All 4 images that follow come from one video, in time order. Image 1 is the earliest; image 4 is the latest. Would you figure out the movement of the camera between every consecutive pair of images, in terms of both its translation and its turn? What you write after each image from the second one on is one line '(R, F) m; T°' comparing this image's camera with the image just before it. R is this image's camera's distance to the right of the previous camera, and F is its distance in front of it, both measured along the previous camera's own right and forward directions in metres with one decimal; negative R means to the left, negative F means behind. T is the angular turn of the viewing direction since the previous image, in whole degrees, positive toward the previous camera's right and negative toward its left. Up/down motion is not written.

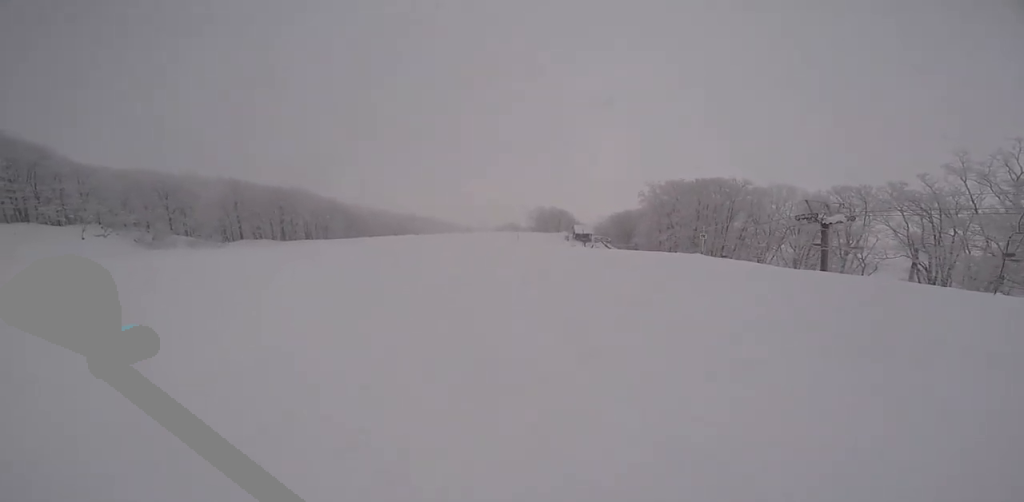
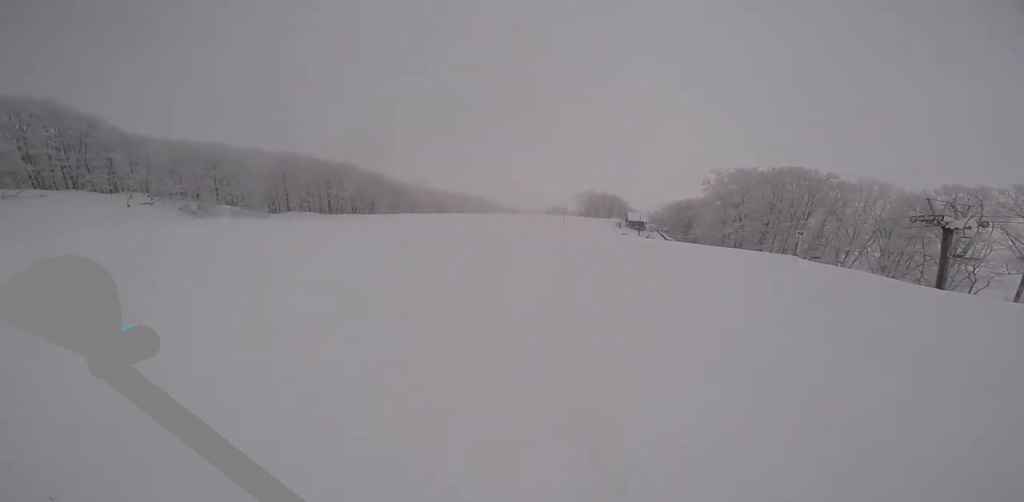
(0.0, +3.9) m; -12°
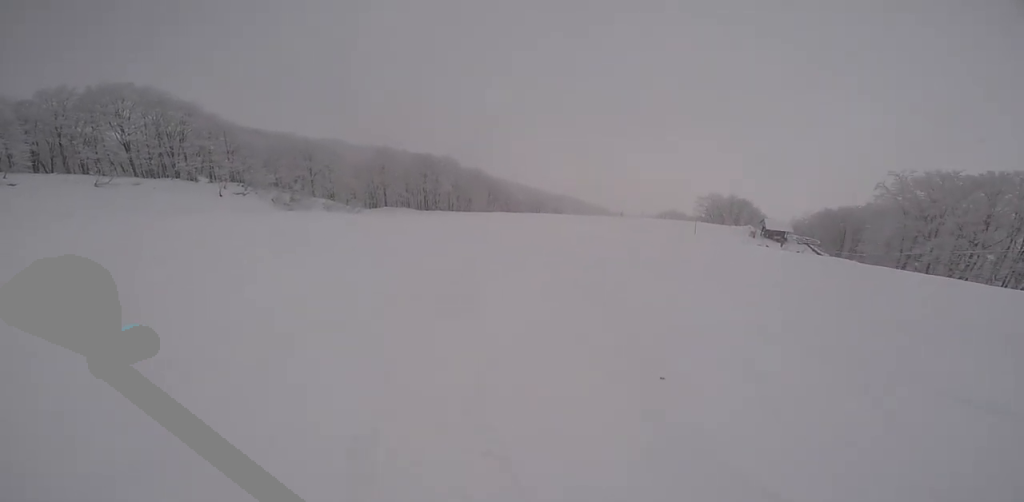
(-1.8, +8.6) m; -7°
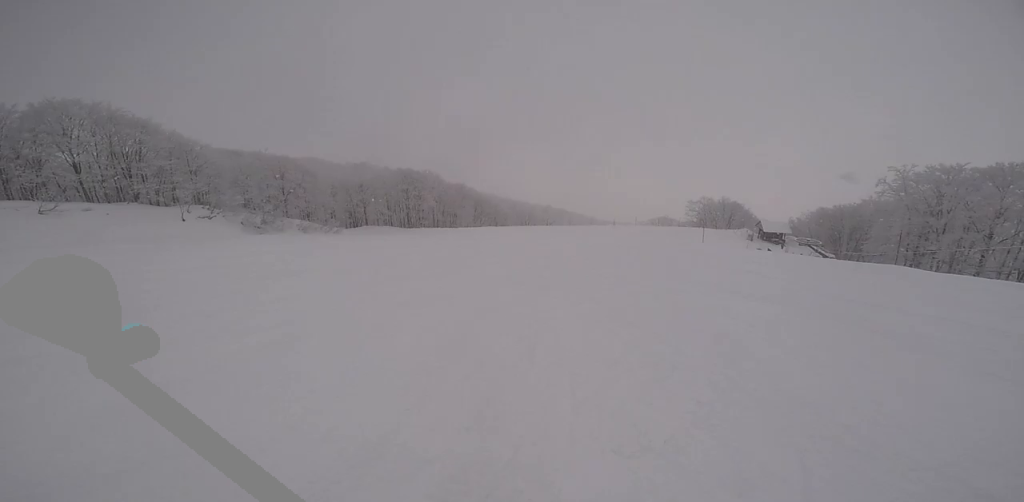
(+0.3, +3.7) m; +6°
